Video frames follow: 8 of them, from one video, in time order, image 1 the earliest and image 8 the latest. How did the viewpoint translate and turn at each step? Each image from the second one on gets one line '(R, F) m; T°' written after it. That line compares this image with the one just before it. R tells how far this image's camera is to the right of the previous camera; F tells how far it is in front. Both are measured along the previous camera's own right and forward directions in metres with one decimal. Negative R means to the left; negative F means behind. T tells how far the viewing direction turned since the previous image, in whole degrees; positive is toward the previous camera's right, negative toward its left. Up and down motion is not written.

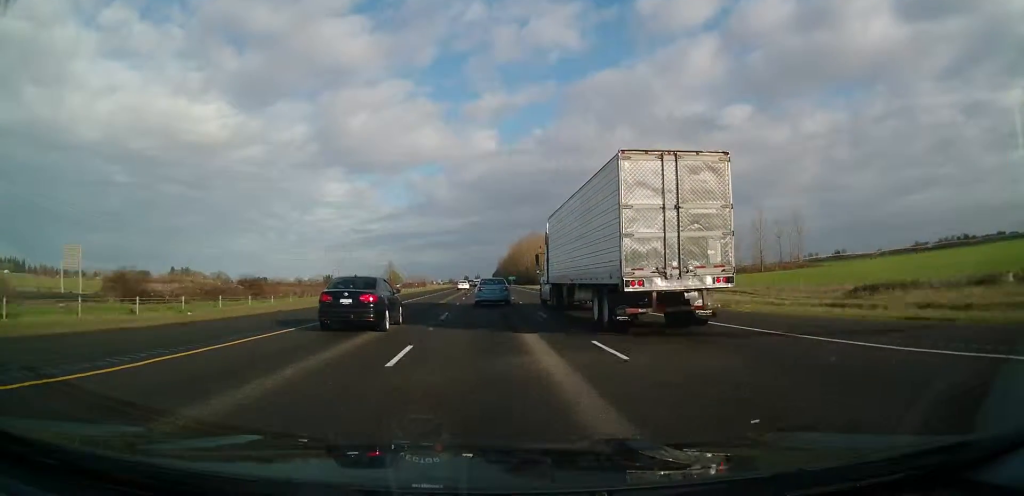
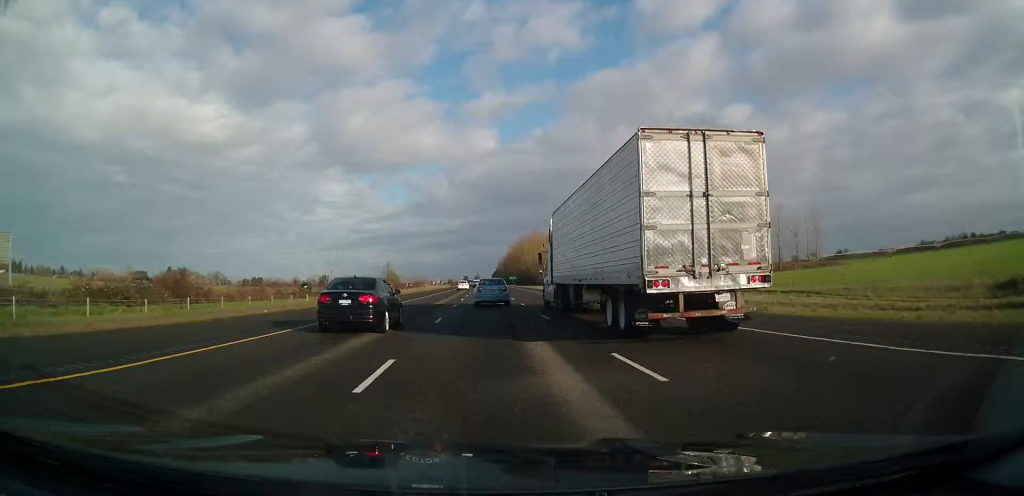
(0.0, +14.4) m; 0°
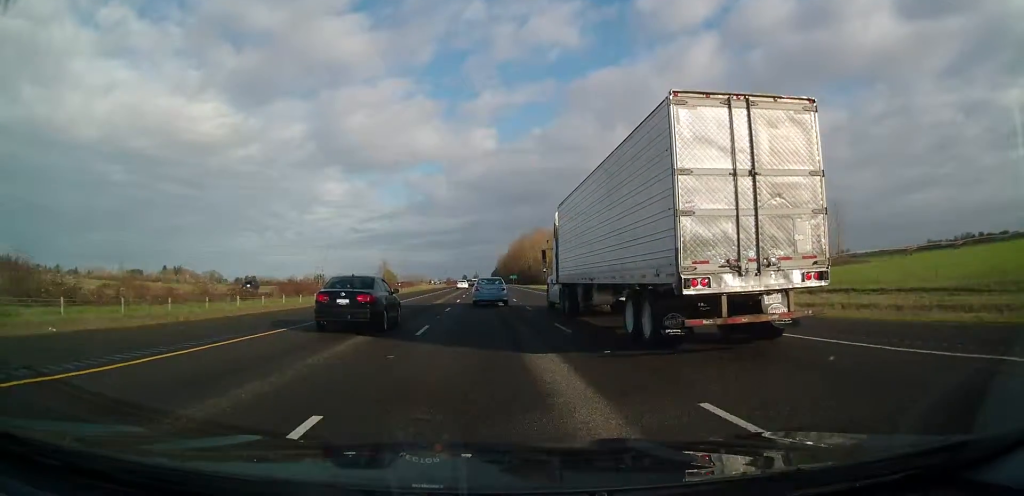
(+0.1, +16.6) m; 0°
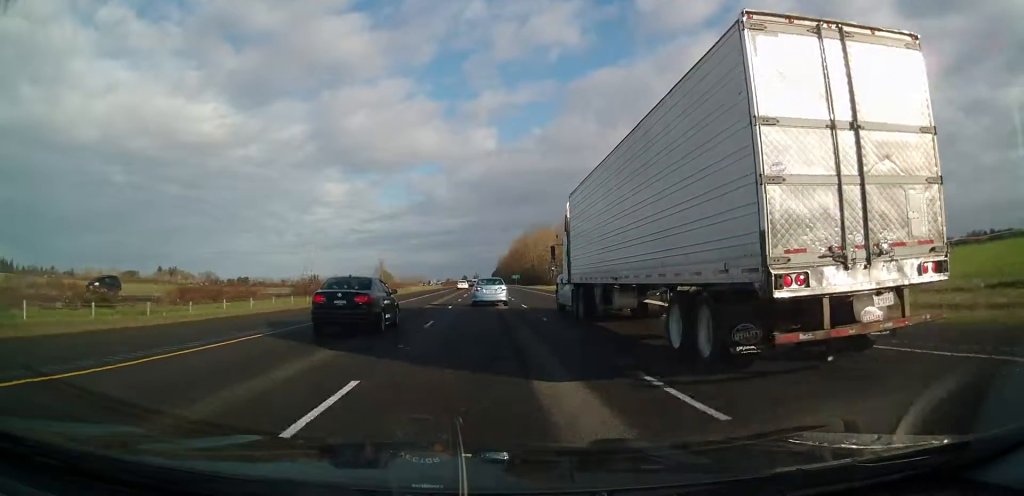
(0.0, +22.1) m; 0°
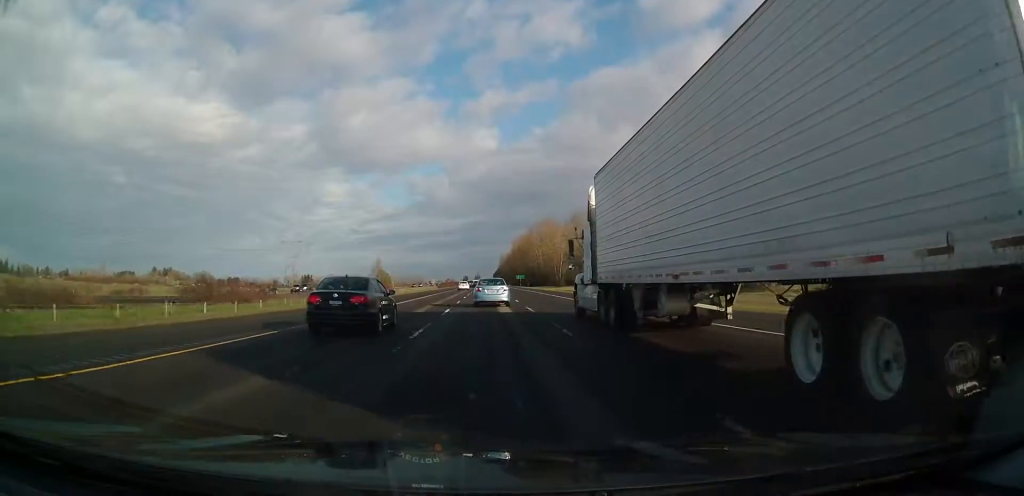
(-0.1, +27.5) m; +1°
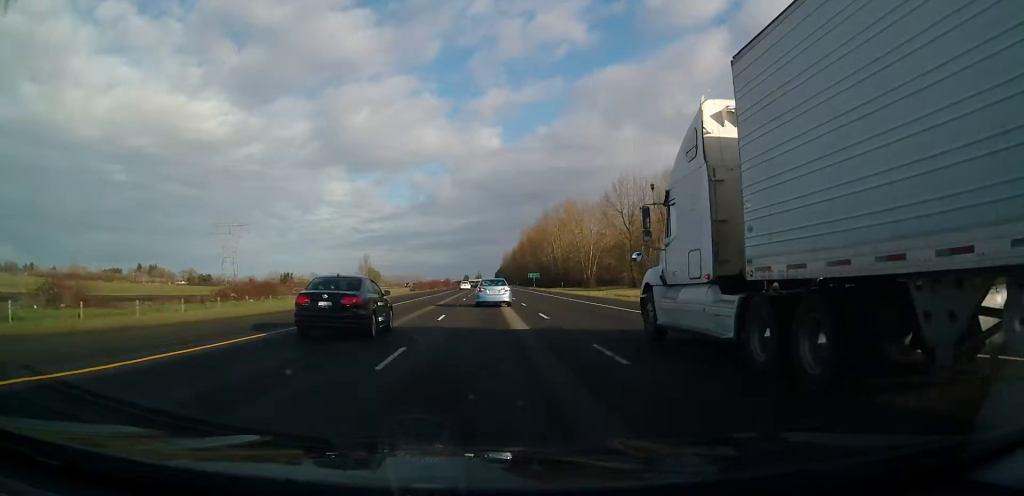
(+0.5, +65.7) m; 0°
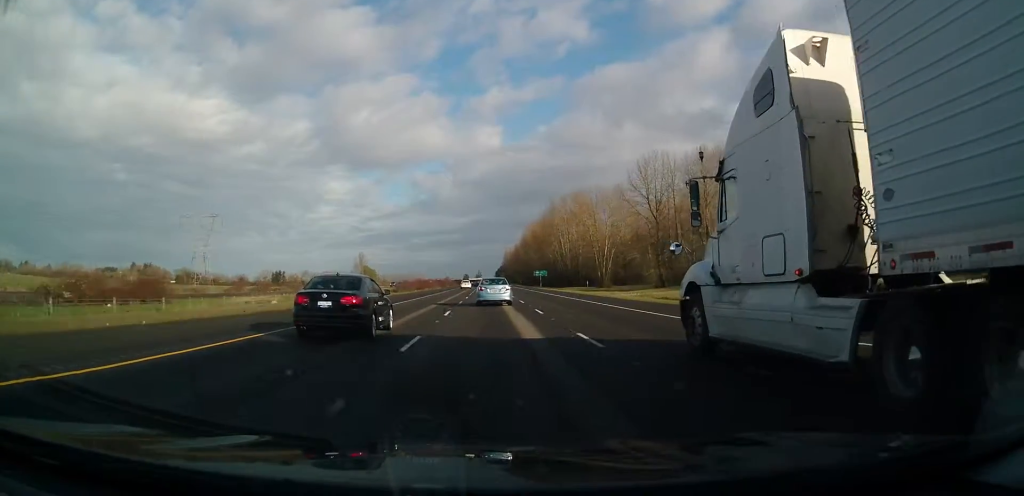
(+0.1, +21.7) m; 0°
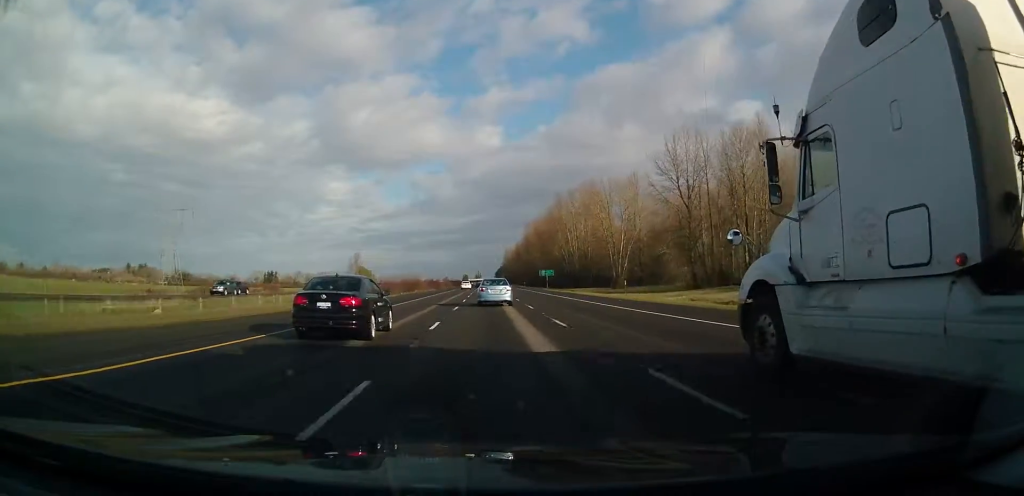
(0.0, +18.5) m; 0°
